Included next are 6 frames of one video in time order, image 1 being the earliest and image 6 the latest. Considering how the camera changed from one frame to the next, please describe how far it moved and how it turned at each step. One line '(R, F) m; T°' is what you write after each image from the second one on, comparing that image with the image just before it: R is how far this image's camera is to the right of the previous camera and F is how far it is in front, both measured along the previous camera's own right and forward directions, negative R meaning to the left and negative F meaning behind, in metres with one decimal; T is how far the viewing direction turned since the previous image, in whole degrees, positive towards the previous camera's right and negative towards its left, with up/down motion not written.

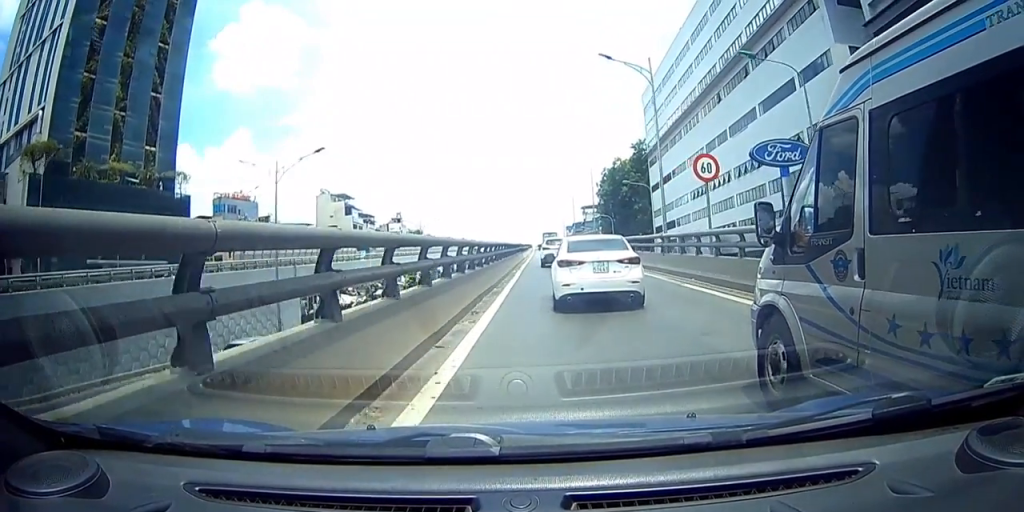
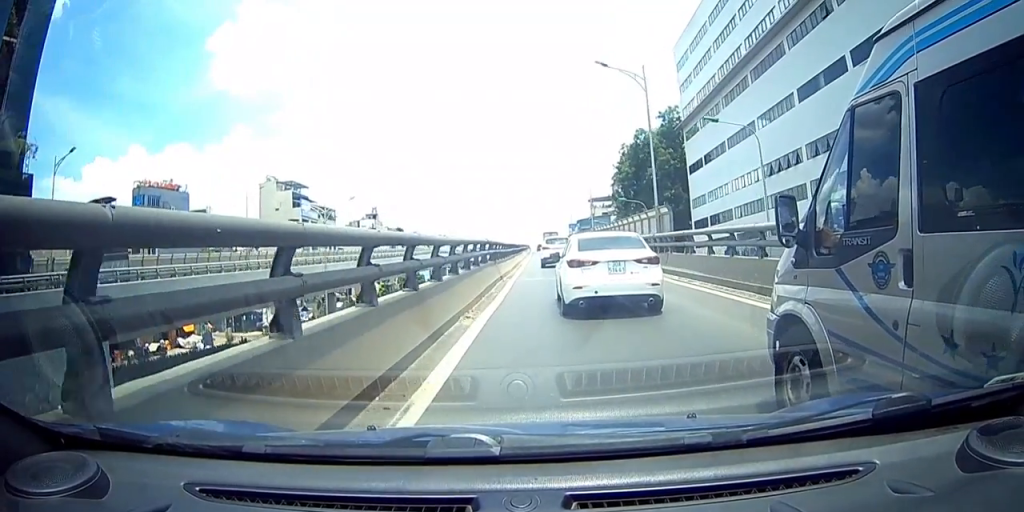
(0.0, +25.0) m; 0°
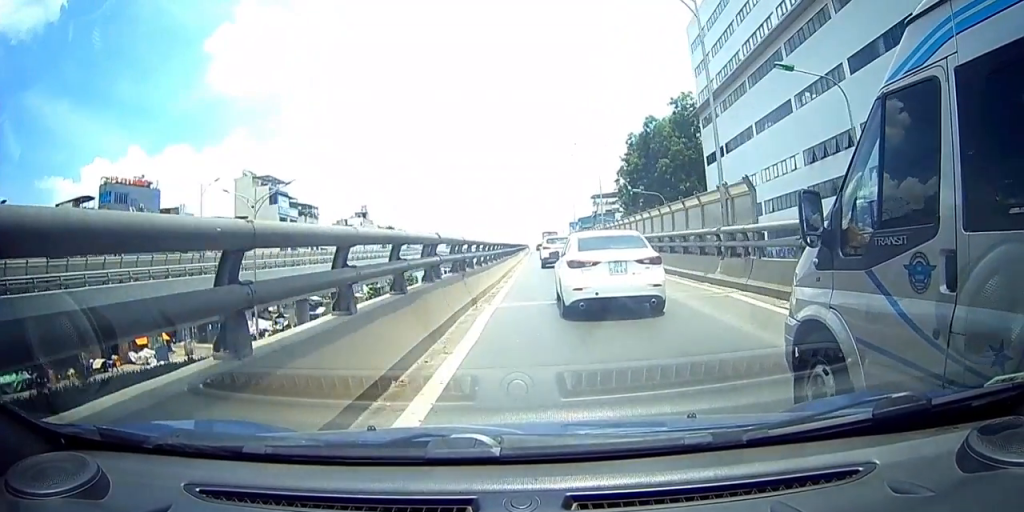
(0.0, +8.3) m; 0°
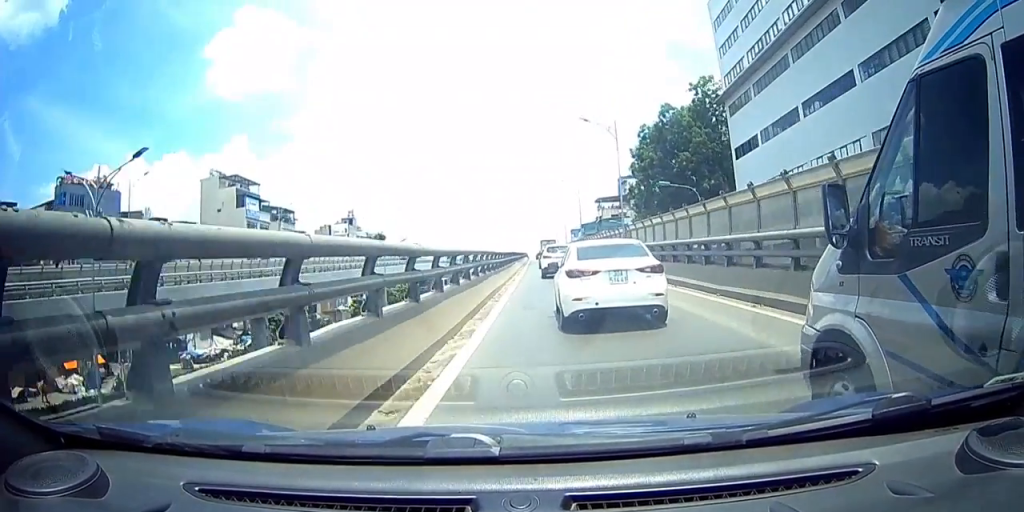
(0.0, +10.8) m; 0°
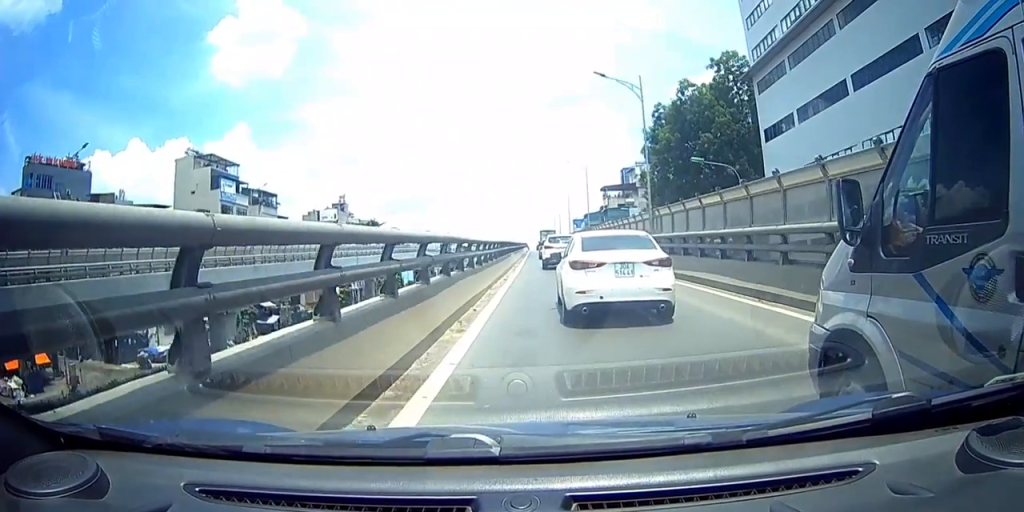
(0.0, +6.8) m; 0°
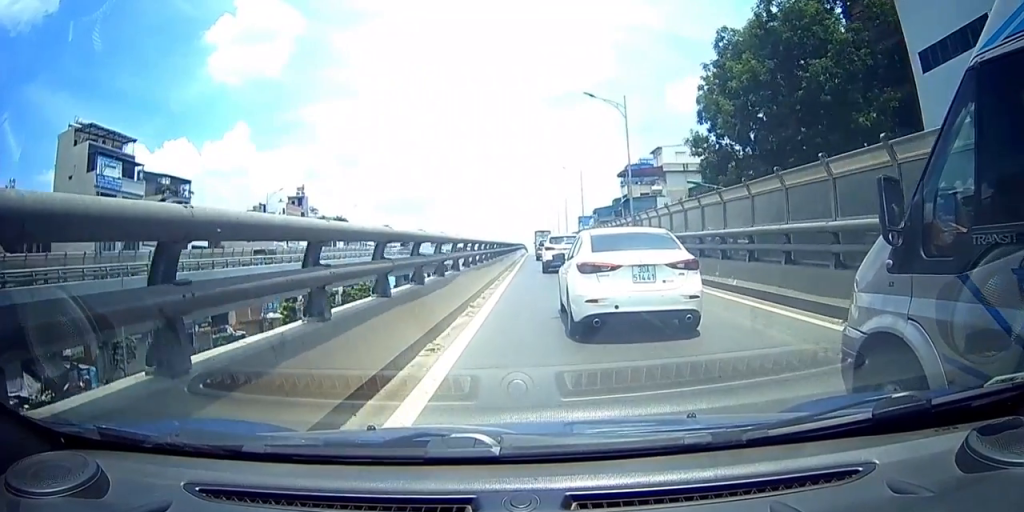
(+0.1, +23.0) m; 0°
